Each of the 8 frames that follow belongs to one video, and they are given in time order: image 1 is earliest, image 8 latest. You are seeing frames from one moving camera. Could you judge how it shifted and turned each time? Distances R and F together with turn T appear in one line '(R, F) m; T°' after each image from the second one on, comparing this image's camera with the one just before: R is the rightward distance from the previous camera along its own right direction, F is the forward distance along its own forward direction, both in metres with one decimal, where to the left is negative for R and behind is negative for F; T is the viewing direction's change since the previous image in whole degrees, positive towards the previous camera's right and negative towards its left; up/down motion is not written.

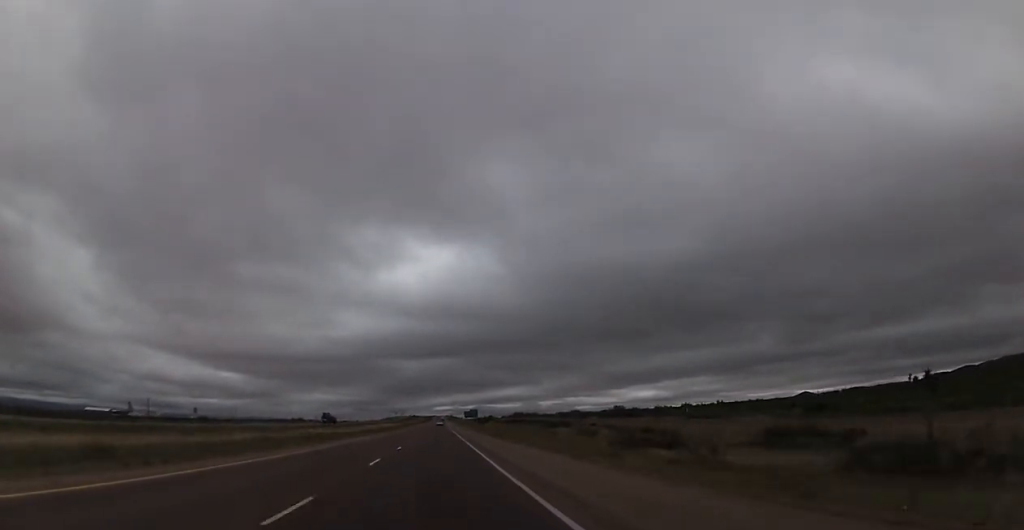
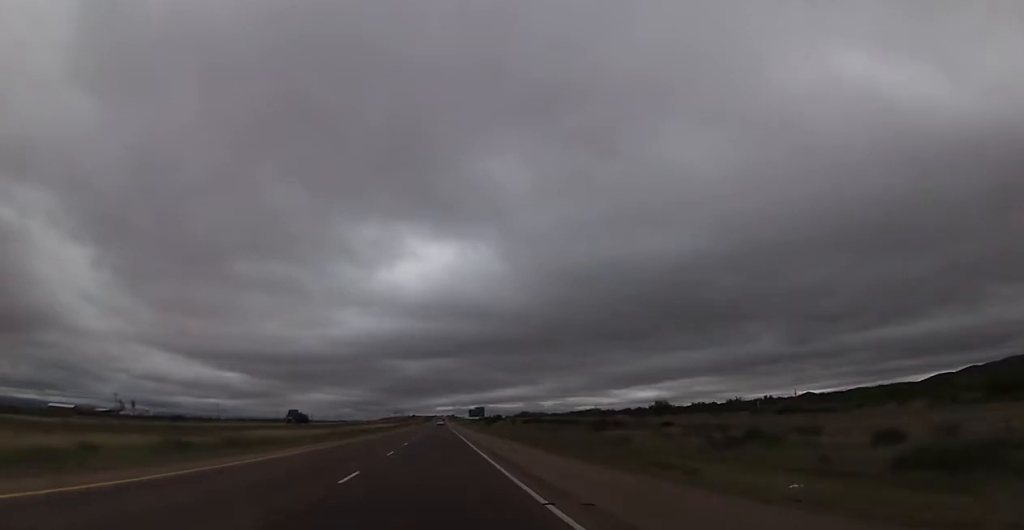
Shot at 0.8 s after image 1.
(-0.1, +30.5) m; 0°
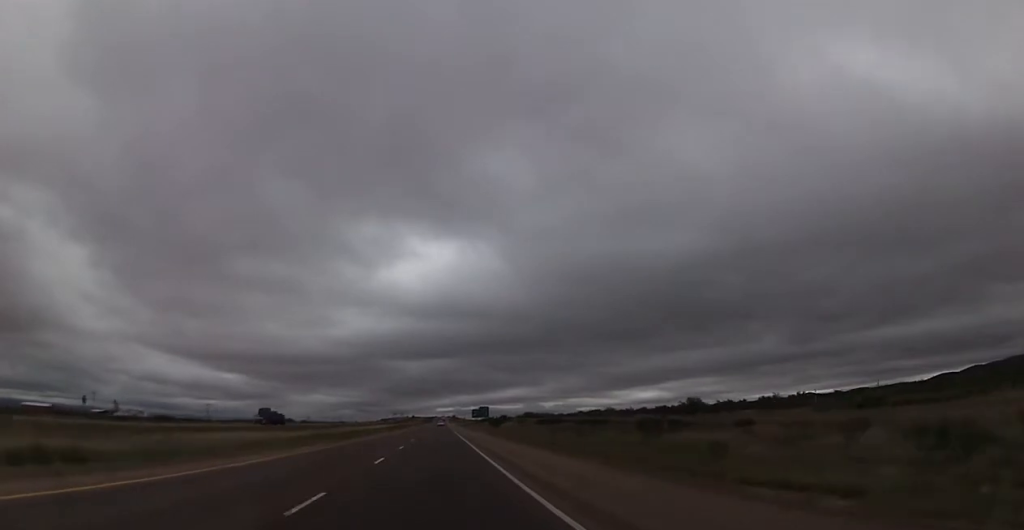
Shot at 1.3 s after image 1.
(-0.3, +17.1) m; 0°
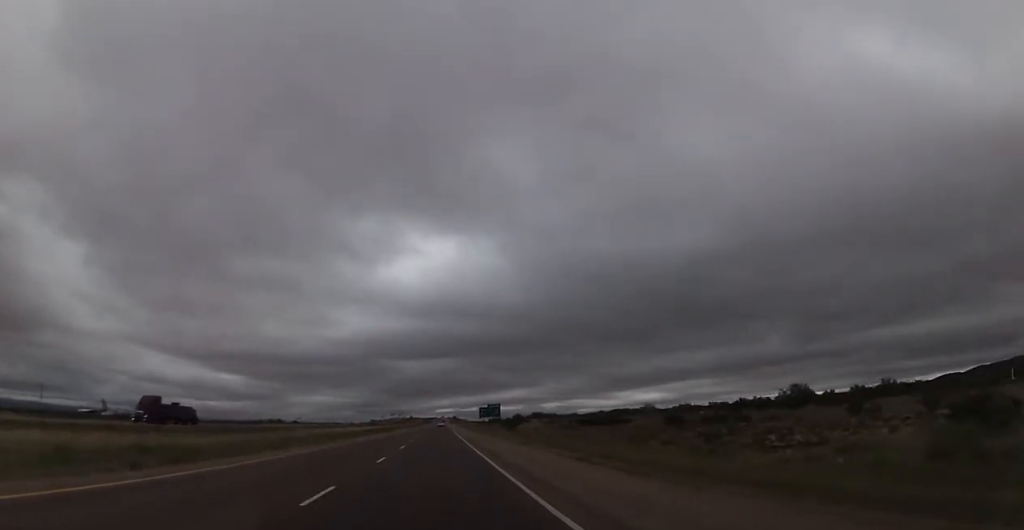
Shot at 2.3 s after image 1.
(+0.3, +35.5) m; +1°
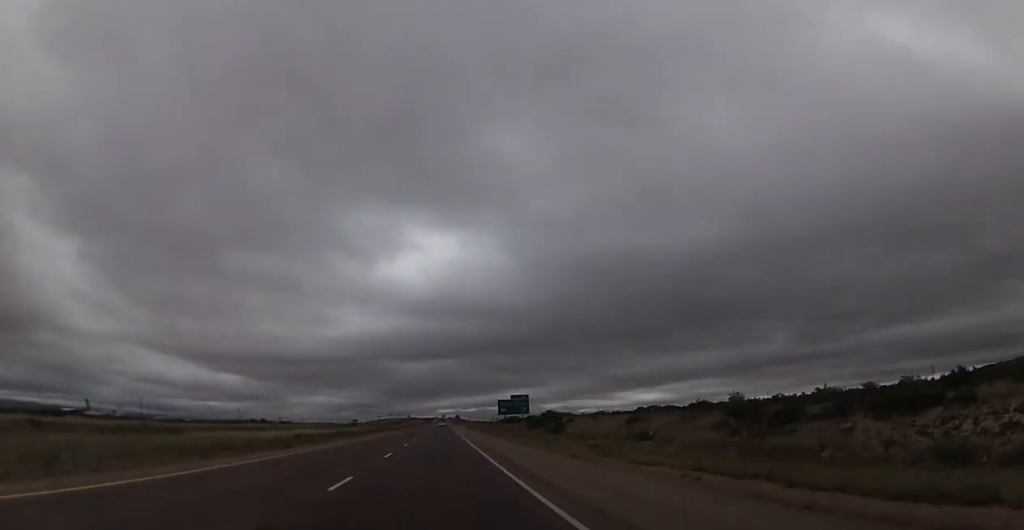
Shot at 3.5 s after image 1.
(+0.2, +46.5) m; 0°
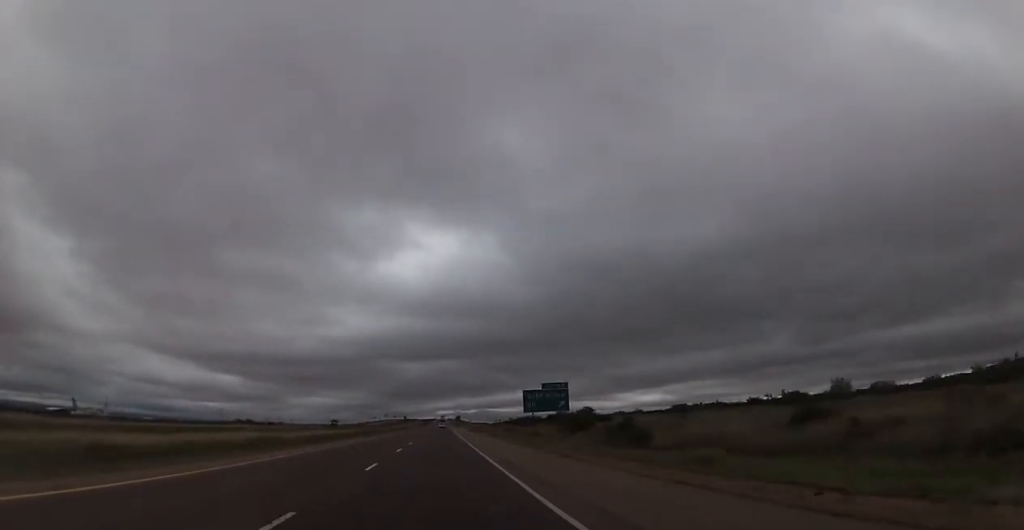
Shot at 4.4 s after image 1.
(0.0, +30.5) m; 0°
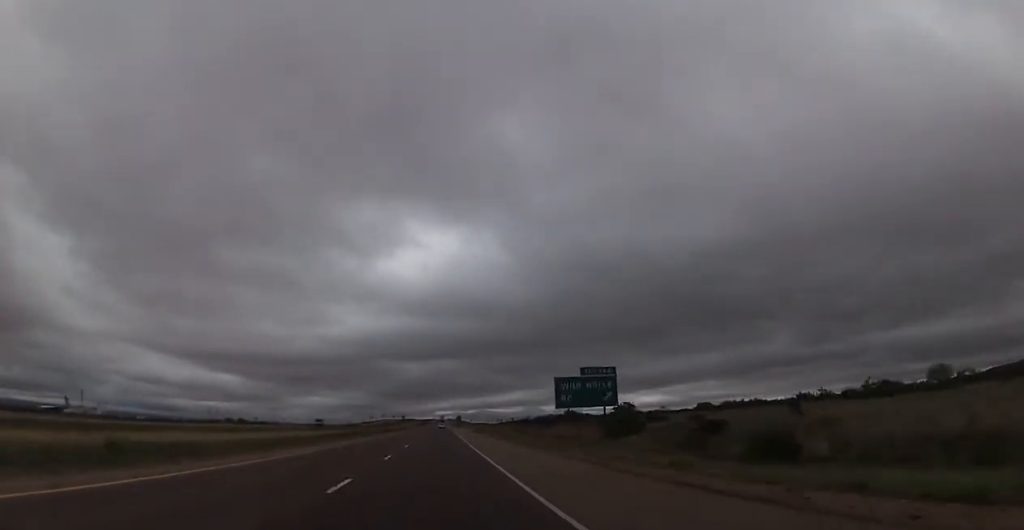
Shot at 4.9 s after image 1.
(0.0, +18.3) m; 0°
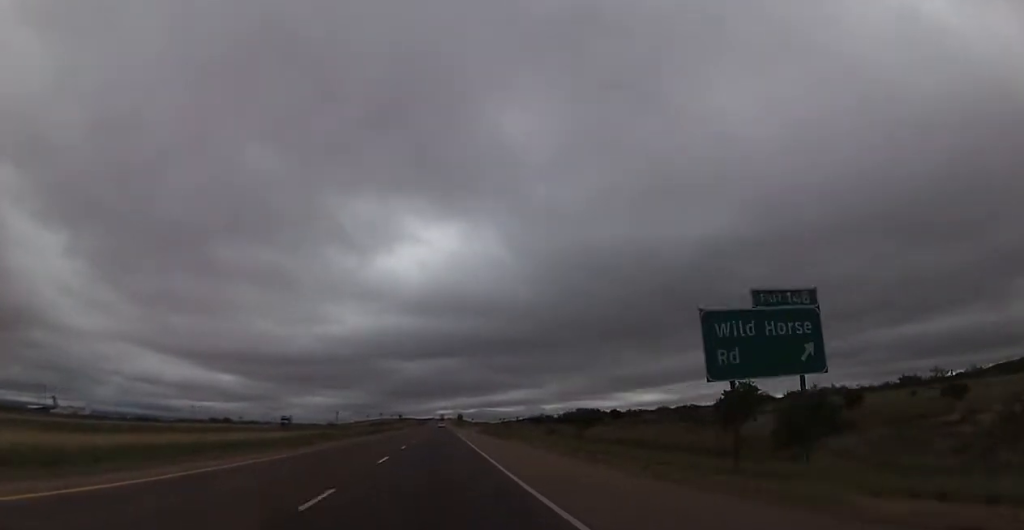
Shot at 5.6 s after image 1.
(+0.1, +26.8) m; -1°
